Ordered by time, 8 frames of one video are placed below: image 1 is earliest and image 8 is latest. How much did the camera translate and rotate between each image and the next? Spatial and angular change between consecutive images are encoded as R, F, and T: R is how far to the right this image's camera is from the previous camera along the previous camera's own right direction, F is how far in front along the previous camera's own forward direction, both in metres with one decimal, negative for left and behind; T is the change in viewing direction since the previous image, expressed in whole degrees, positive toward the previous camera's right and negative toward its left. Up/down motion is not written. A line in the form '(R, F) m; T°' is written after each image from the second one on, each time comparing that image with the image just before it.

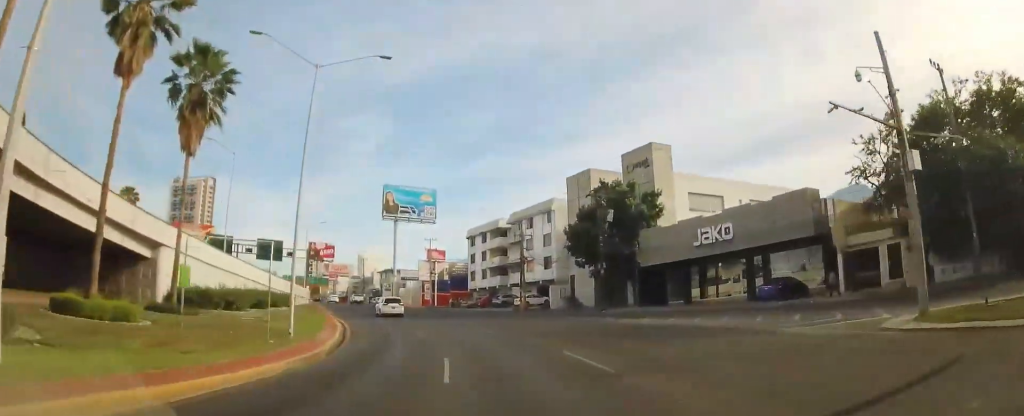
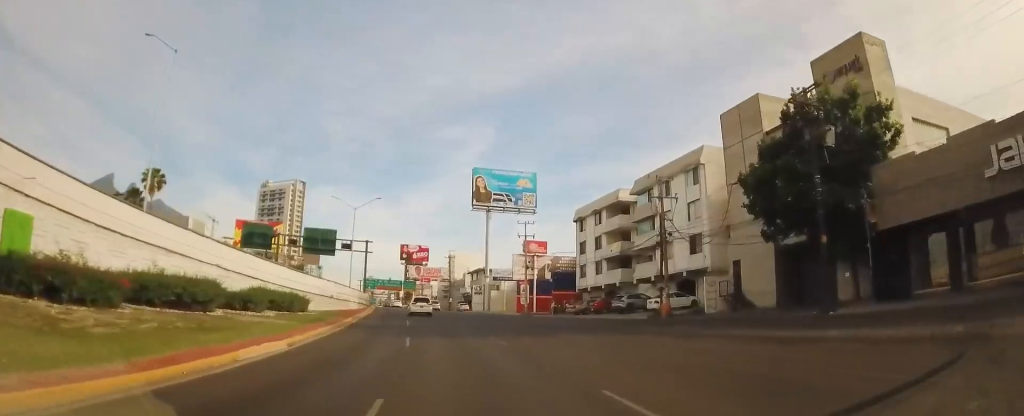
(-1.6, +23.3) m; -11°
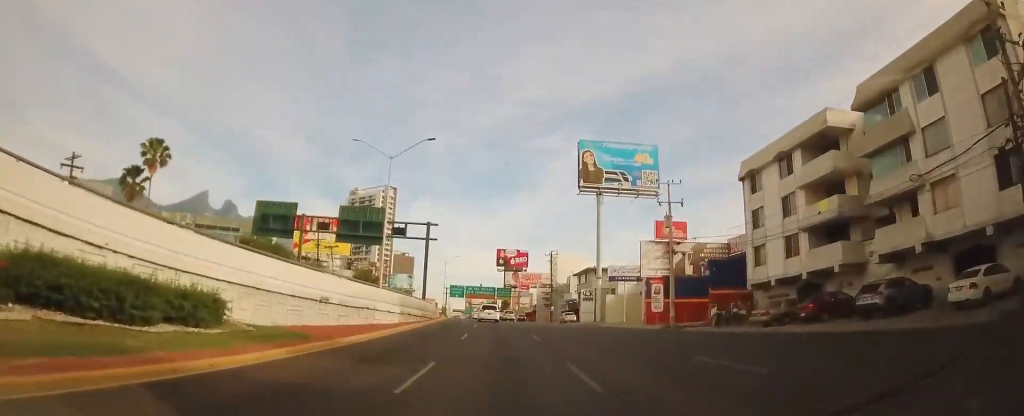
(-2.3, +25.3) m; -5°
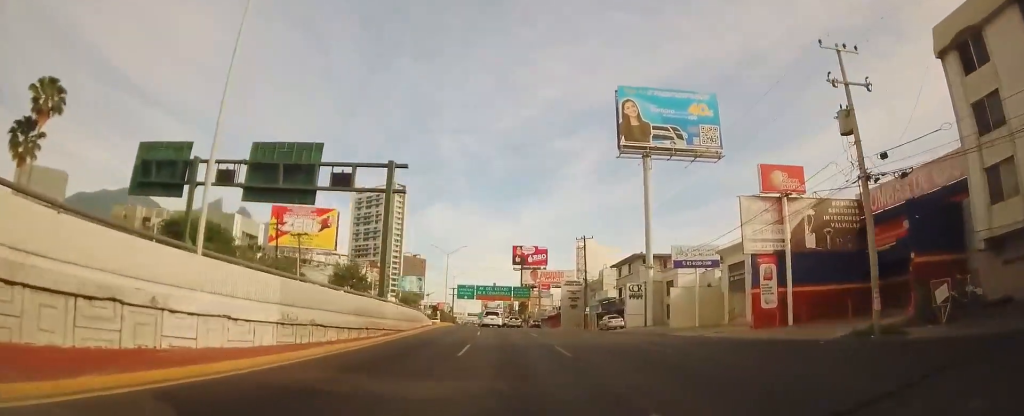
(-0.2, +23.4) m; -1°
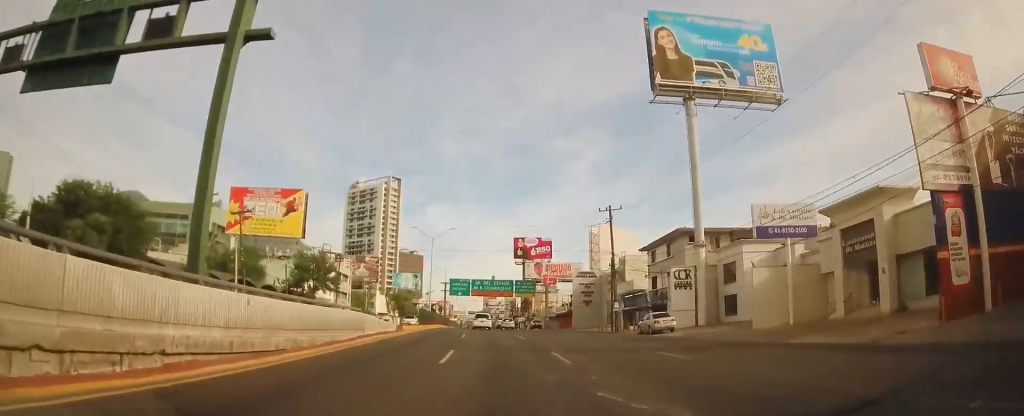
(+0.1, +18.2) m; 0°
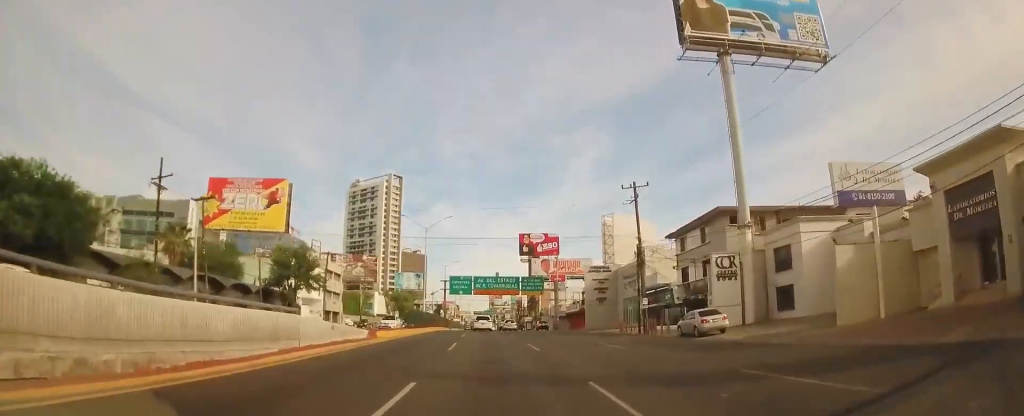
(+0.2, +9.1) m; 0°
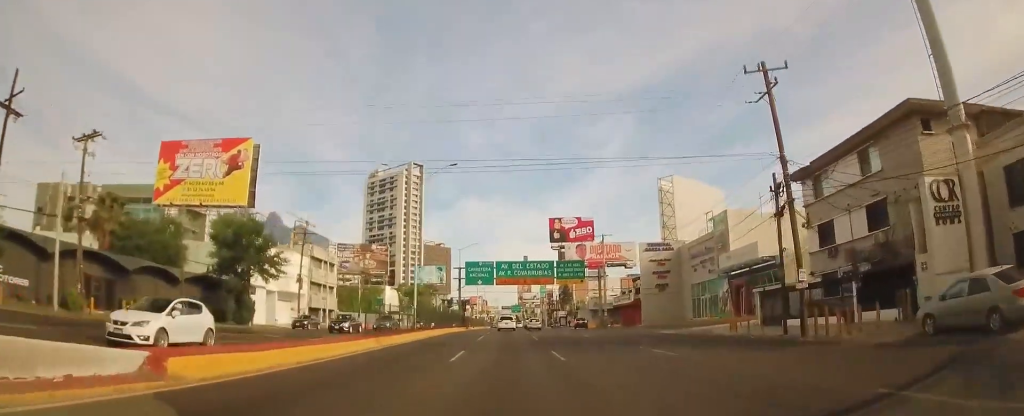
(-0.7, +20.5) m; -3°
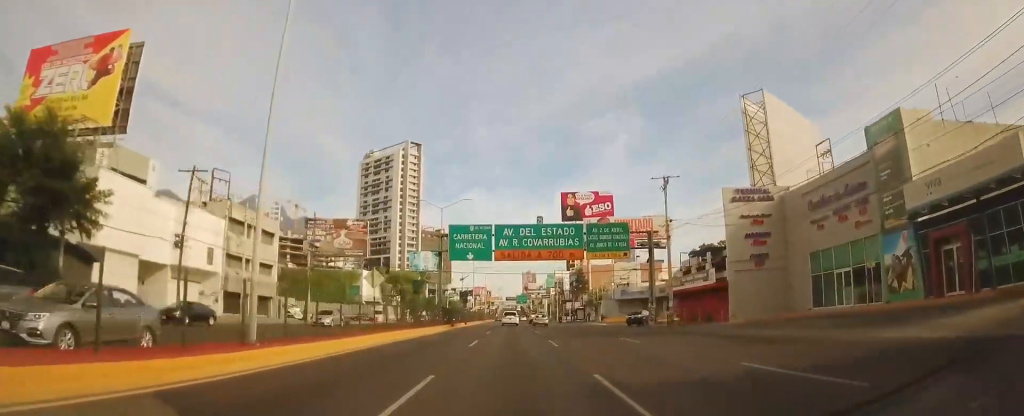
(-0.3, +25.4) m; 0°
